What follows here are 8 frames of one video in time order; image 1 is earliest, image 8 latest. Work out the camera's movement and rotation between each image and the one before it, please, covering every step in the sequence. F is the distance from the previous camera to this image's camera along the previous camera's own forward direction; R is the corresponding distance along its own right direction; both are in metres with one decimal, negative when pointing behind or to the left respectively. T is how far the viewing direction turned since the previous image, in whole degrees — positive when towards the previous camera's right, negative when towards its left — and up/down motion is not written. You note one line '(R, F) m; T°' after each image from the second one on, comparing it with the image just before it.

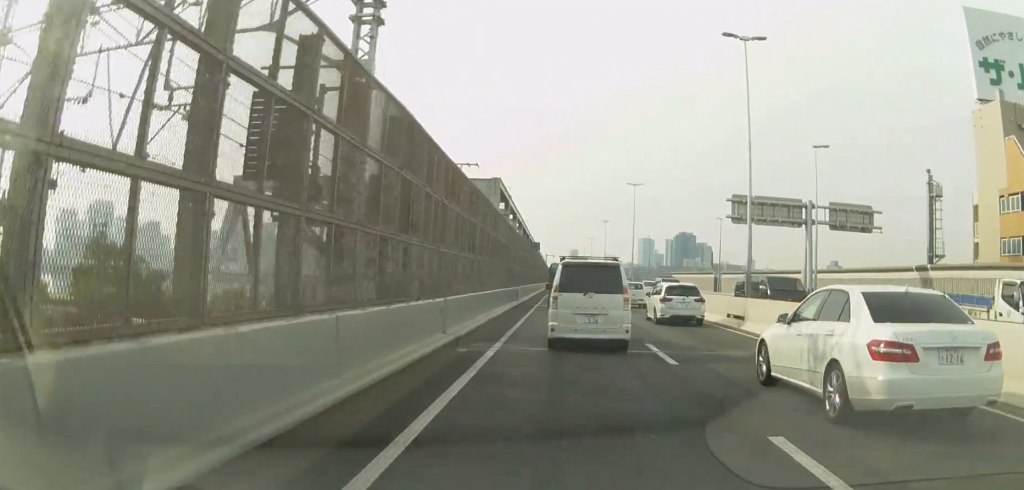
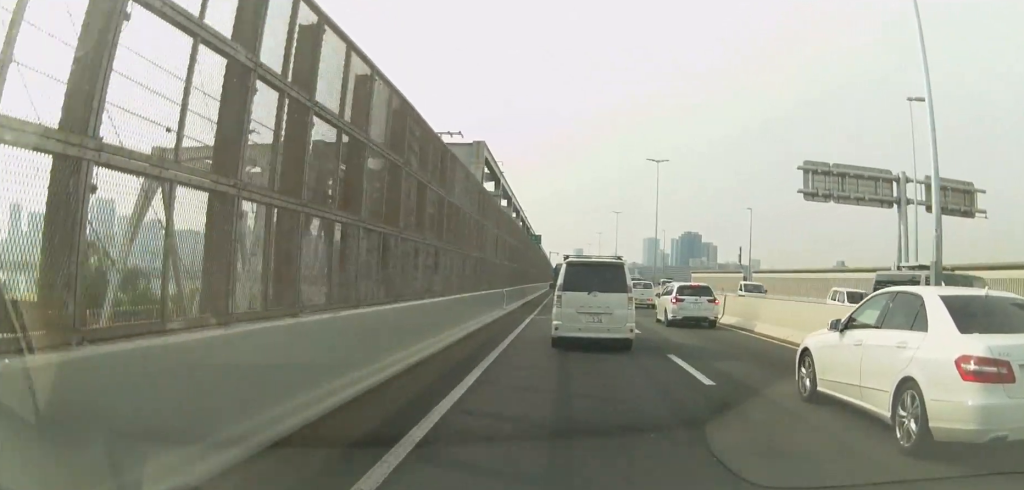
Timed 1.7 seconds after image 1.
(+0.1, +14.7) m; +3°
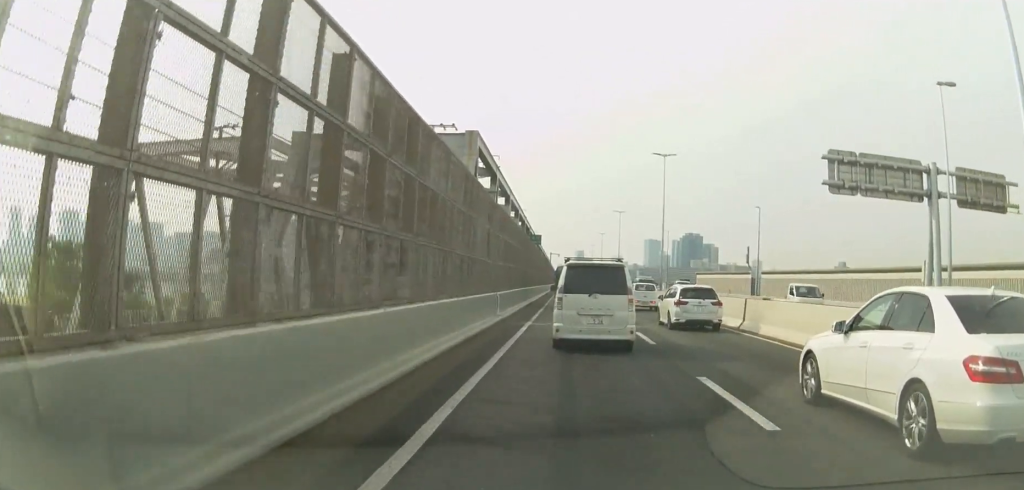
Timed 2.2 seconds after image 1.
(0.0, +3.3) m; -1°
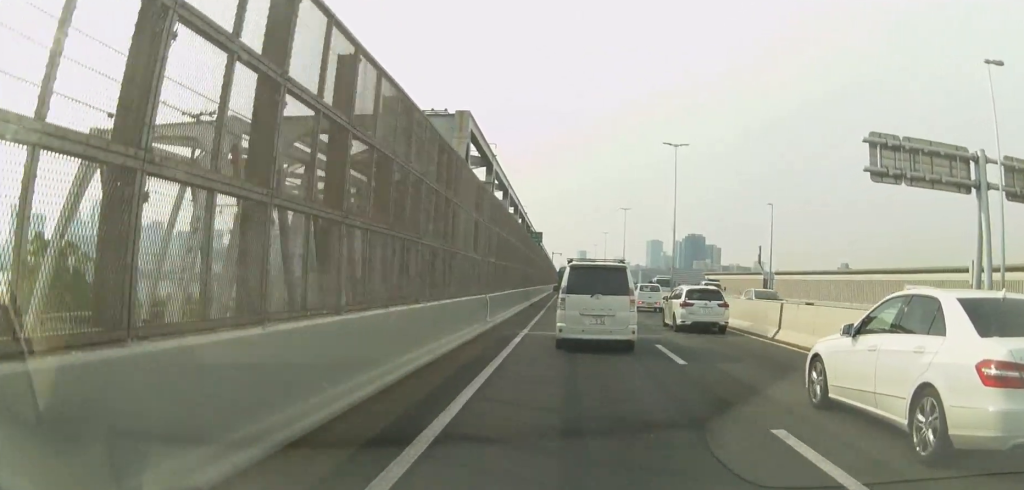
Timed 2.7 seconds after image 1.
(+0.1, +4.4) m; -1°
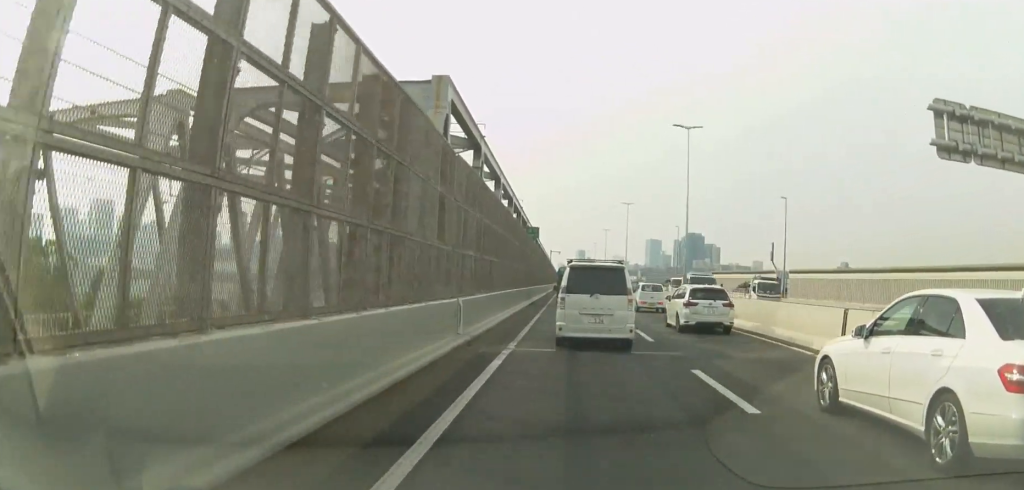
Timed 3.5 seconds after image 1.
(-0.2, +5.3) m; 0°
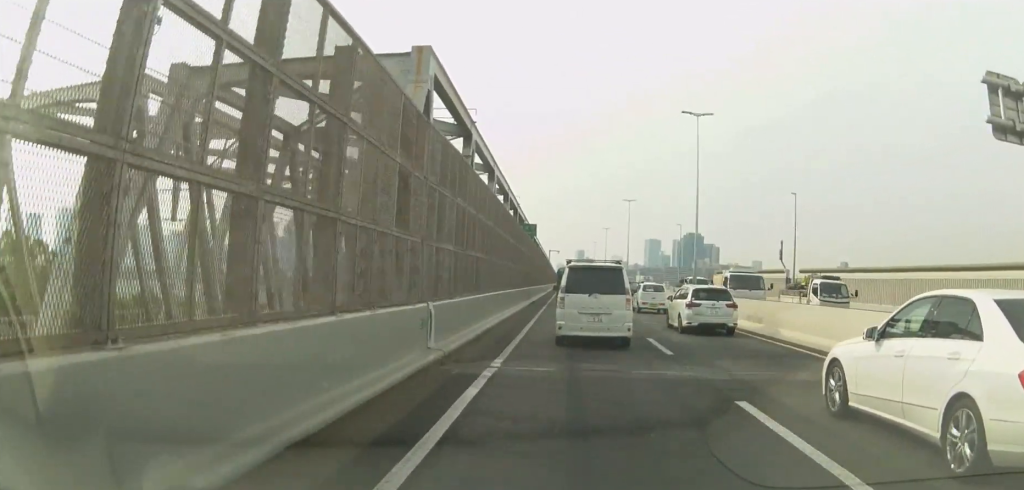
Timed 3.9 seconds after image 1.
(0.0, +3.3) m; 0°
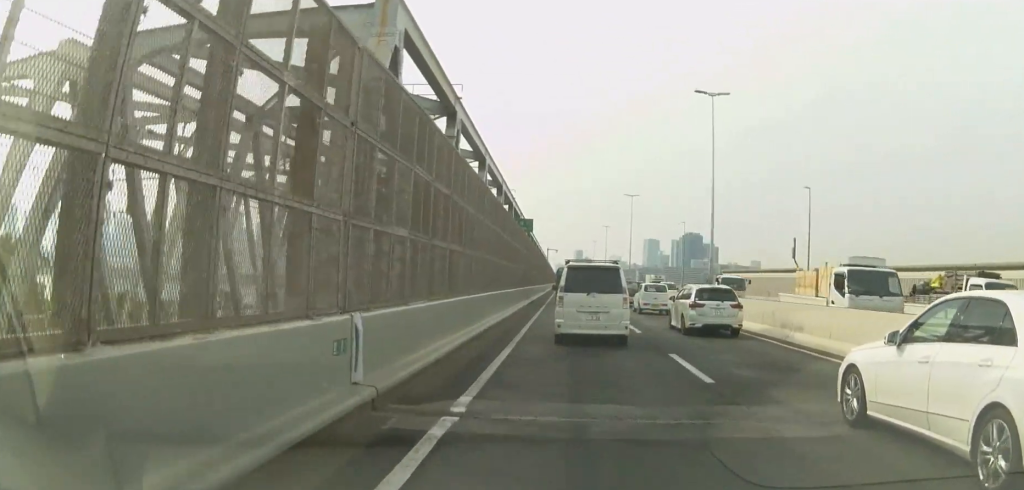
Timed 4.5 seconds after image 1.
(+0.2, +4.2) m; 0°
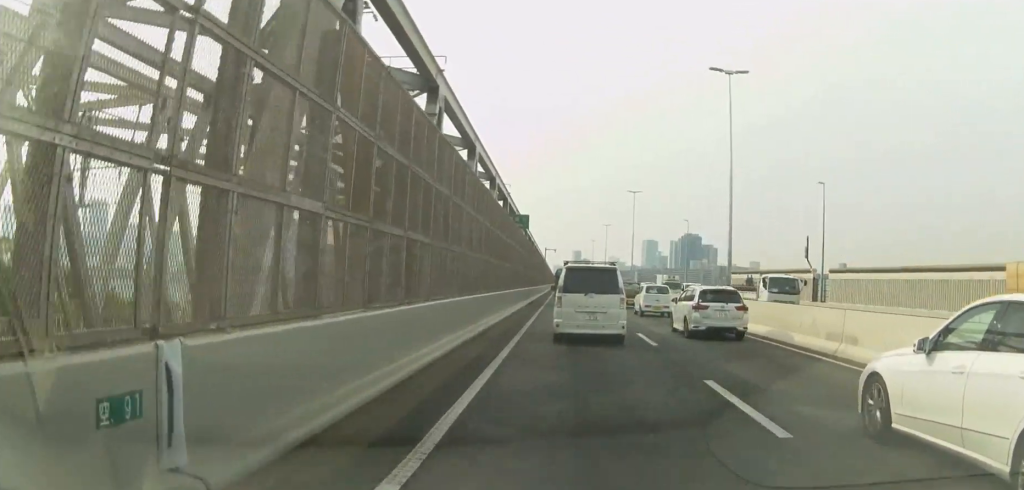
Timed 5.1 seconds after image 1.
(-0.1, +3.7) m; 0°
